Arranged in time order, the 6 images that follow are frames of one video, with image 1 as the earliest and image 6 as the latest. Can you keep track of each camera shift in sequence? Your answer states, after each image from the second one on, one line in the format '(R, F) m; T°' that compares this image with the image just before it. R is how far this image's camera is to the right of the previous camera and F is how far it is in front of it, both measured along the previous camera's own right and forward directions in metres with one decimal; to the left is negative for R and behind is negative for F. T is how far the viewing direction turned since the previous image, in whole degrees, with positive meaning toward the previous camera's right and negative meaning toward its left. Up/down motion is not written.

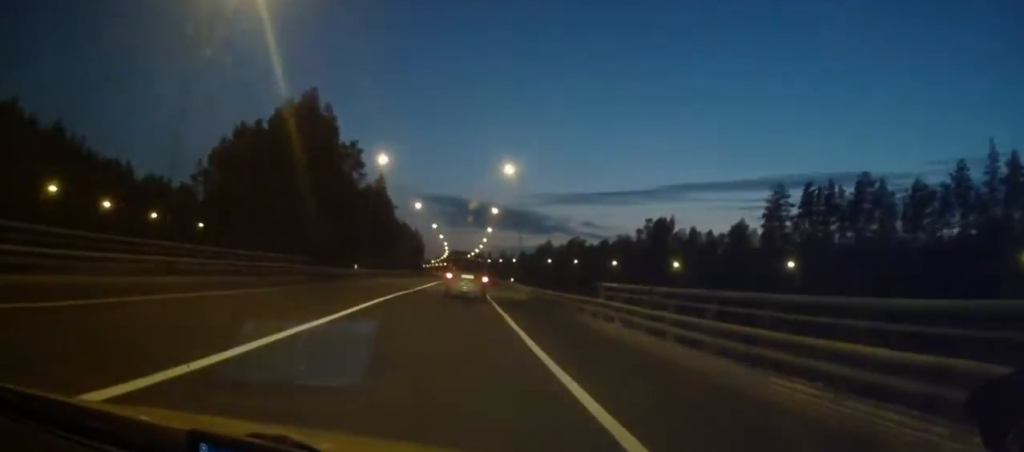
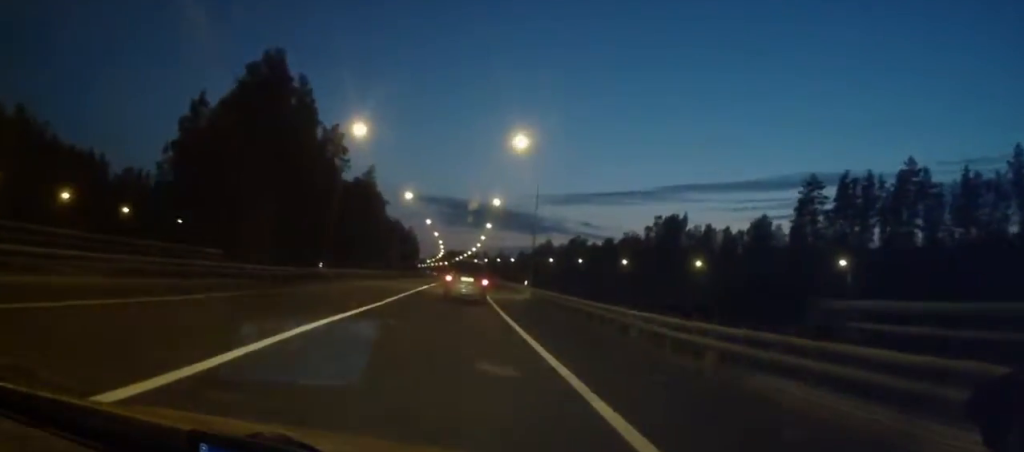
(+0.2, +11.8) m; +1°
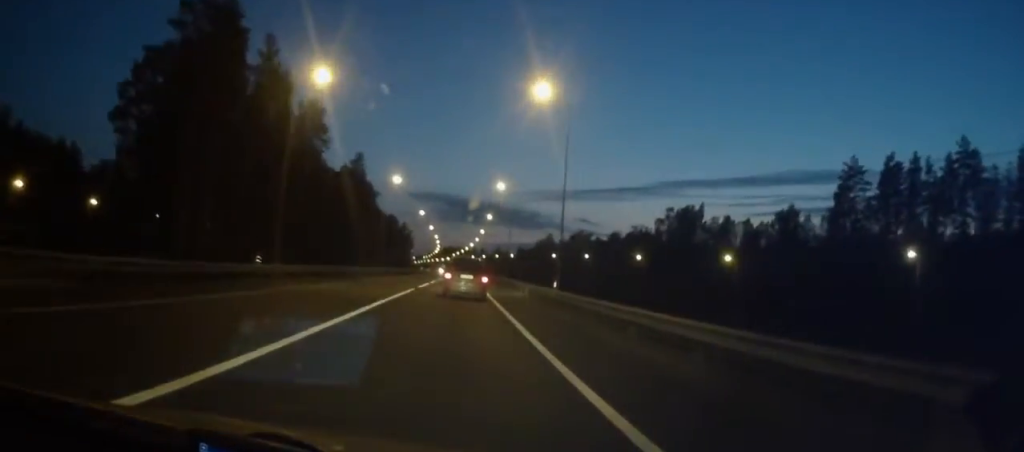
(+0.1, +11.8) m; +1°
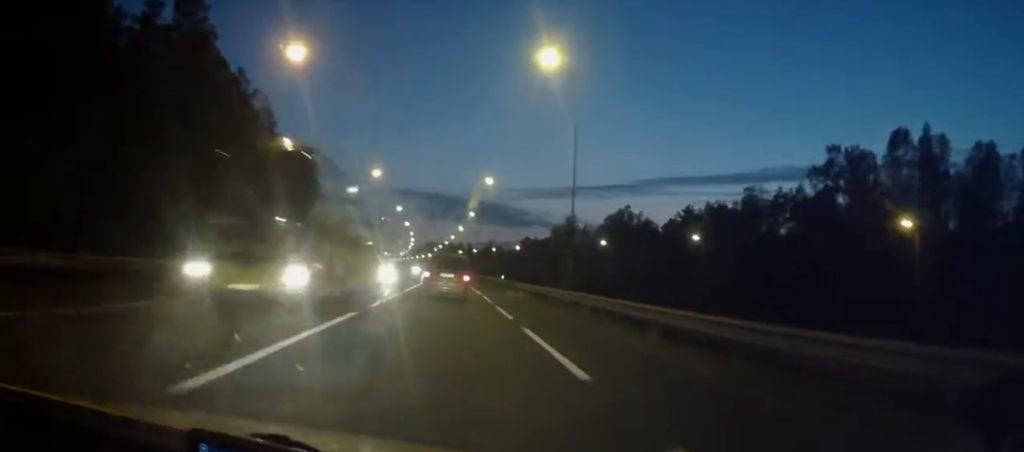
(+1.0, +76.7) m; +1°
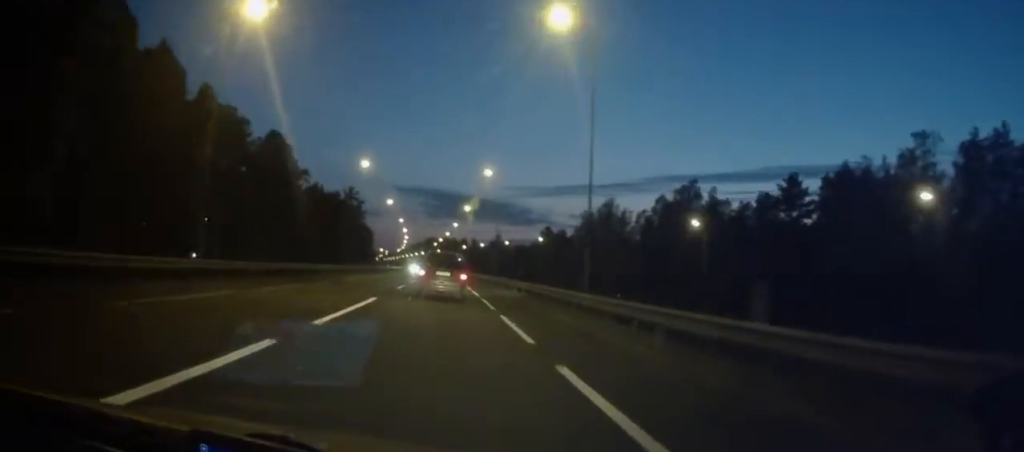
(+0.3, +40.5) m; 0°
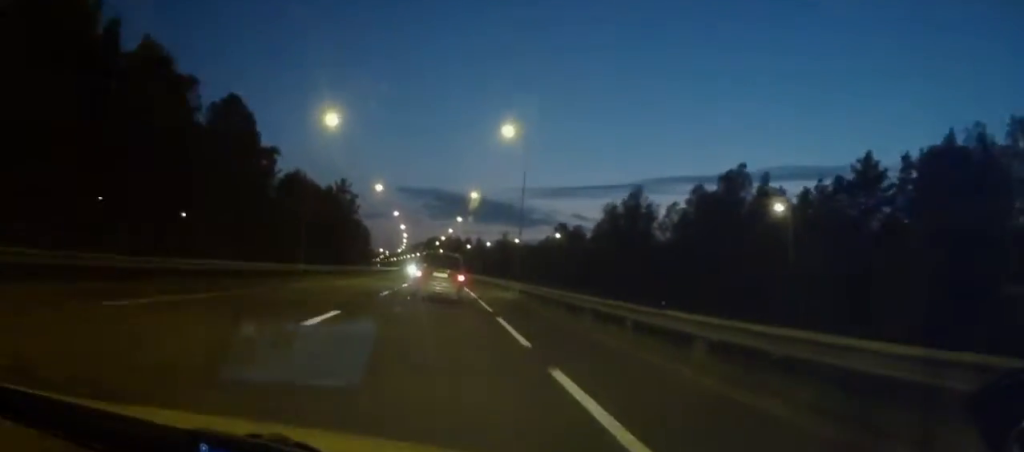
(0.0, +18.0) m; 0°
